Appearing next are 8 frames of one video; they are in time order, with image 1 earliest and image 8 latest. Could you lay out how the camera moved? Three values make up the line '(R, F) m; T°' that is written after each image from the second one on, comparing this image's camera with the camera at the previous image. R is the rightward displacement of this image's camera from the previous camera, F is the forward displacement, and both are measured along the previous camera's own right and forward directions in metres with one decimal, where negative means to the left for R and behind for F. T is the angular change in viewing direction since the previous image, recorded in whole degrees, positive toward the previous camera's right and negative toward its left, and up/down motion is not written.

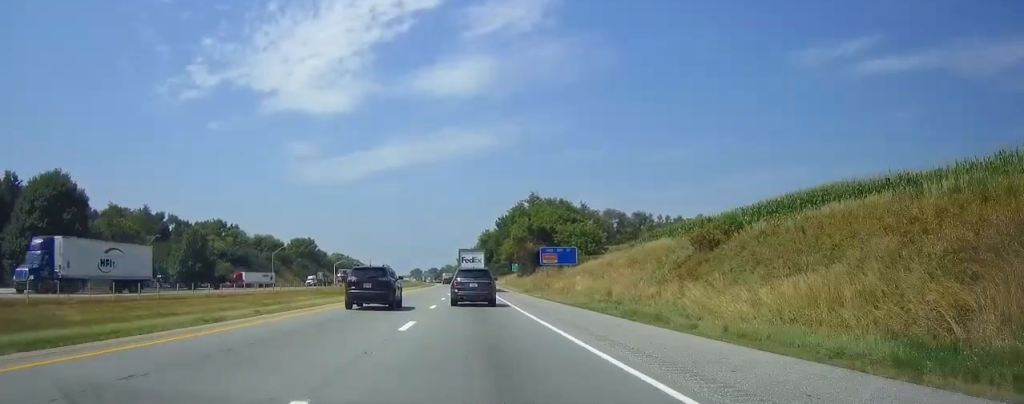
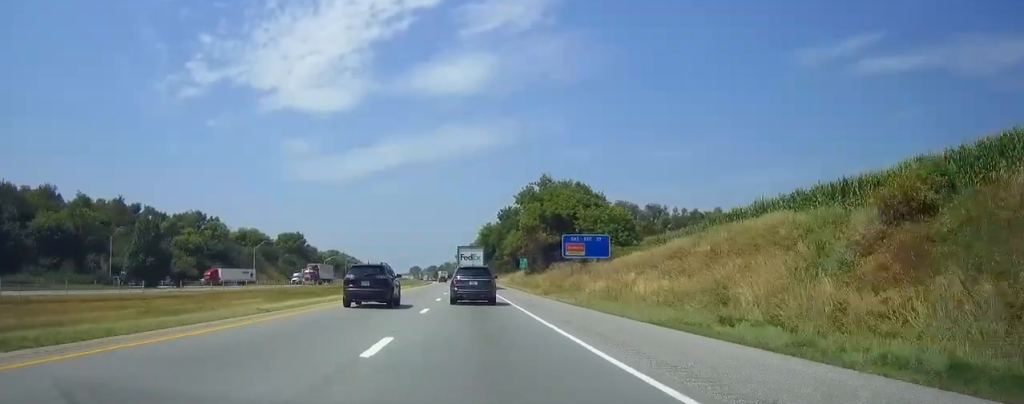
(0.0, +17.4) m; 0°
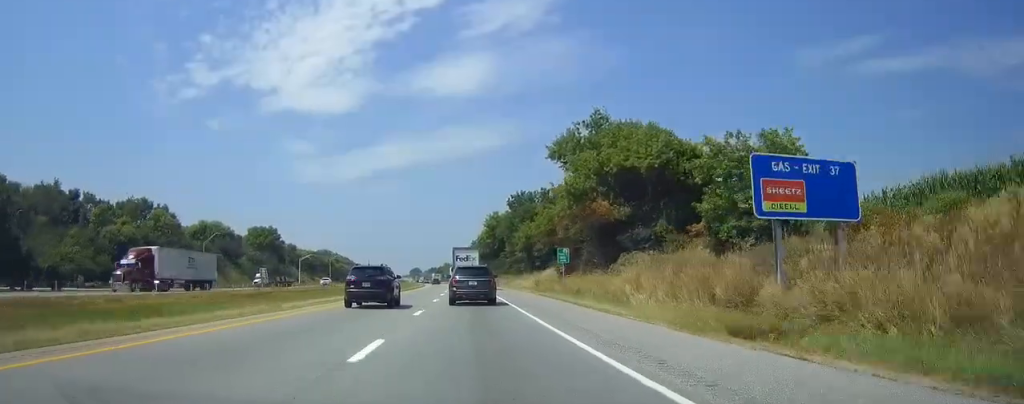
(+0.1, +37.7) m; 0°
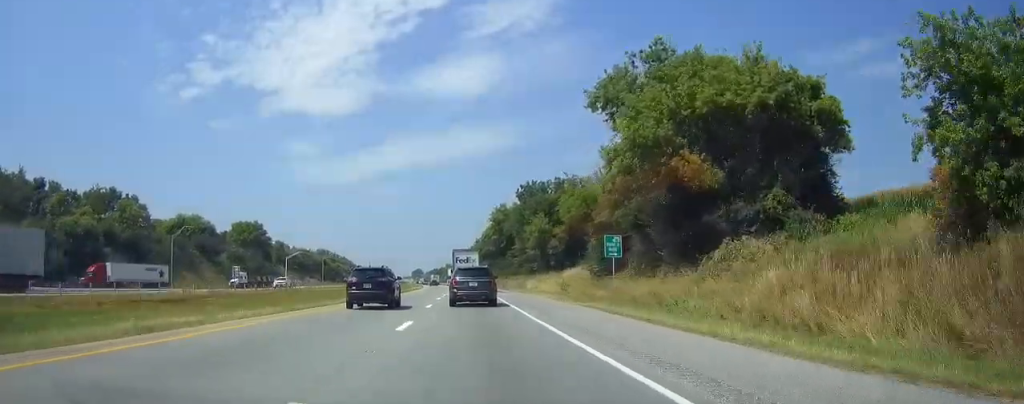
(0.0, +18.3) m; 0°
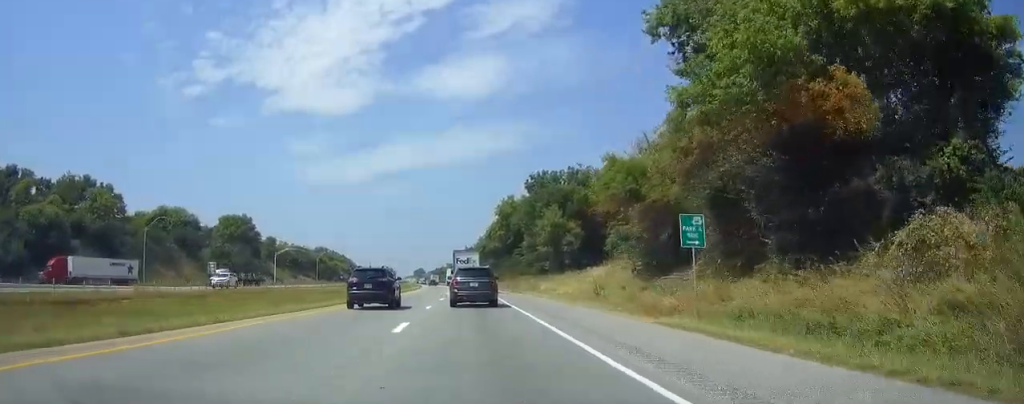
(0.0, +13.1) m; 0°
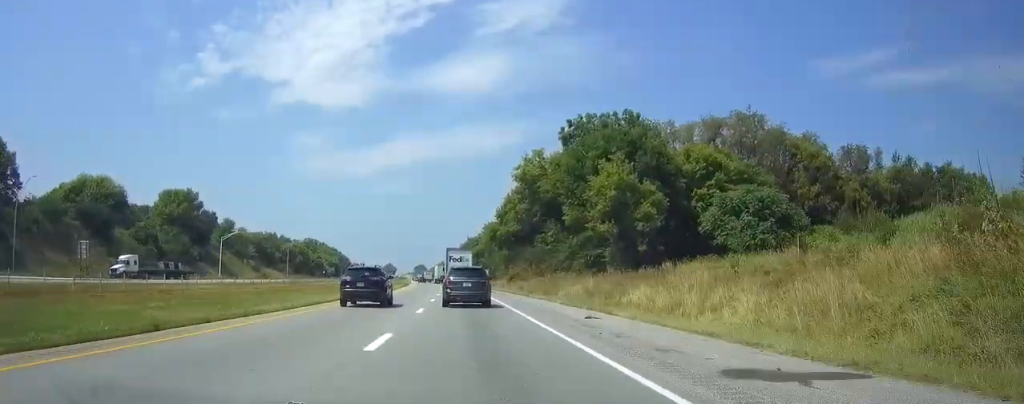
(-0.3, +40.3) m; 0°
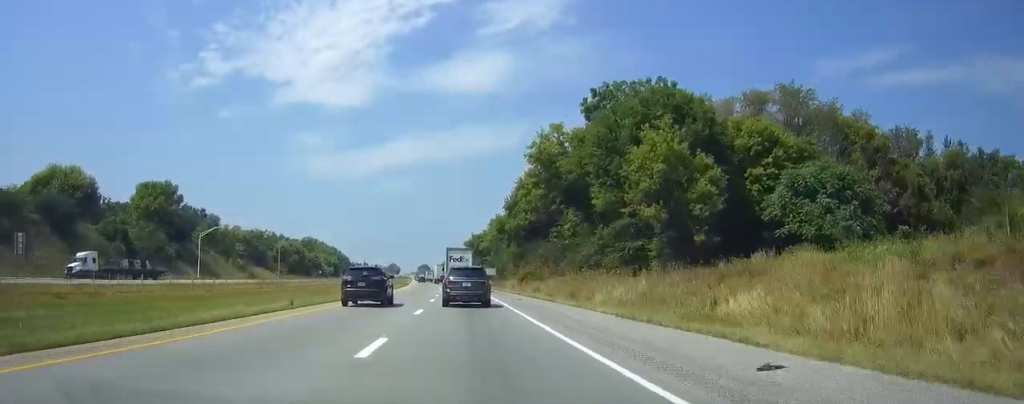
(0.0, +13.1) m; 0°
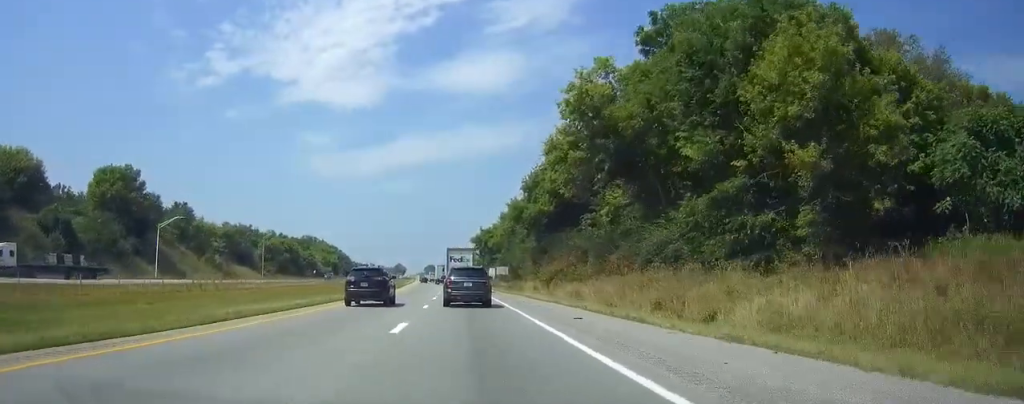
(0.0, +20.0) m; -1°
